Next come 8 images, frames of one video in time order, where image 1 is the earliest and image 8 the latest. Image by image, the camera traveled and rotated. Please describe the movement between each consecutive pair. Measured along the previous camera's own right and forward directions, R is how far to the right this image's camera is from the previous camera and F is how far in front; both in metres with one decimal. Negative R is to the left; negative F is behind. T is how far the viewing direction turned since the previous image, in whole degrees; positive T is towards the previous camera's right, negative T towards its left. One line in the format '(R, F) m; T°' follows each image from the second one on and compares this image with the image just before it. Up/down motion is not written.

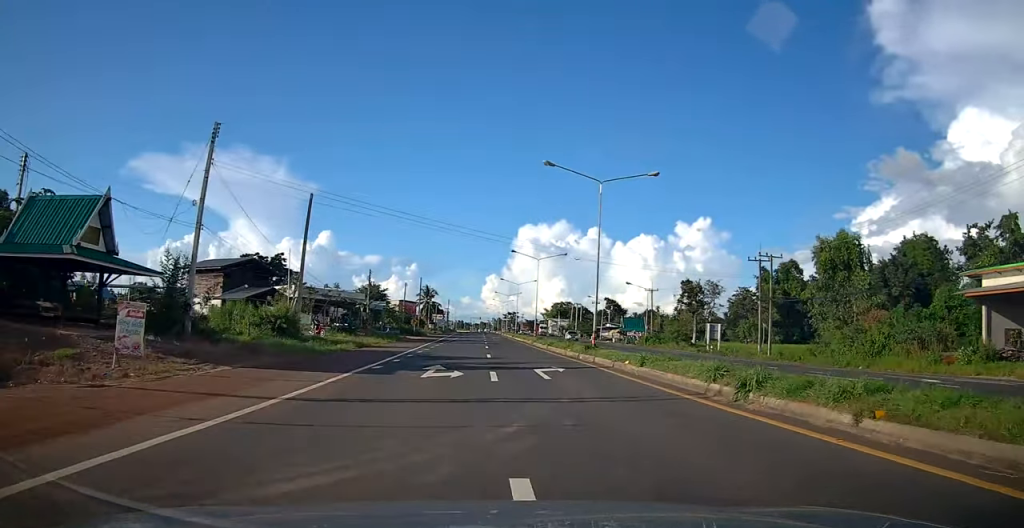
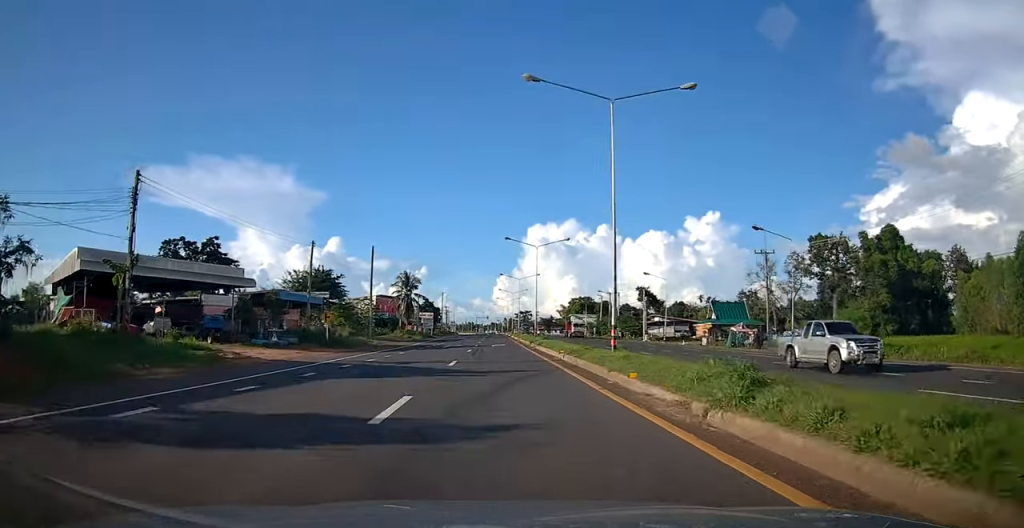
(+0.2, +42.3) m; -2°
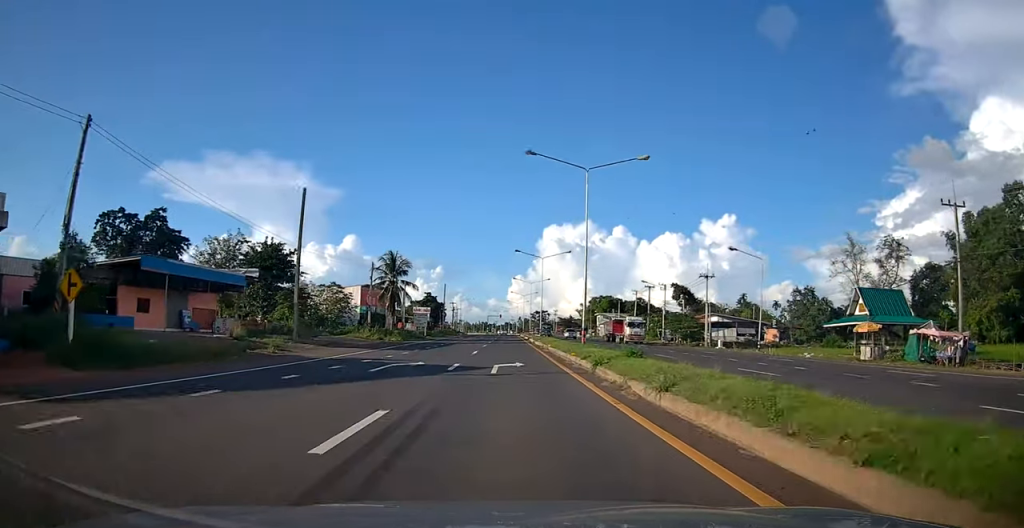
(-0.1, +25.8) m; -1°
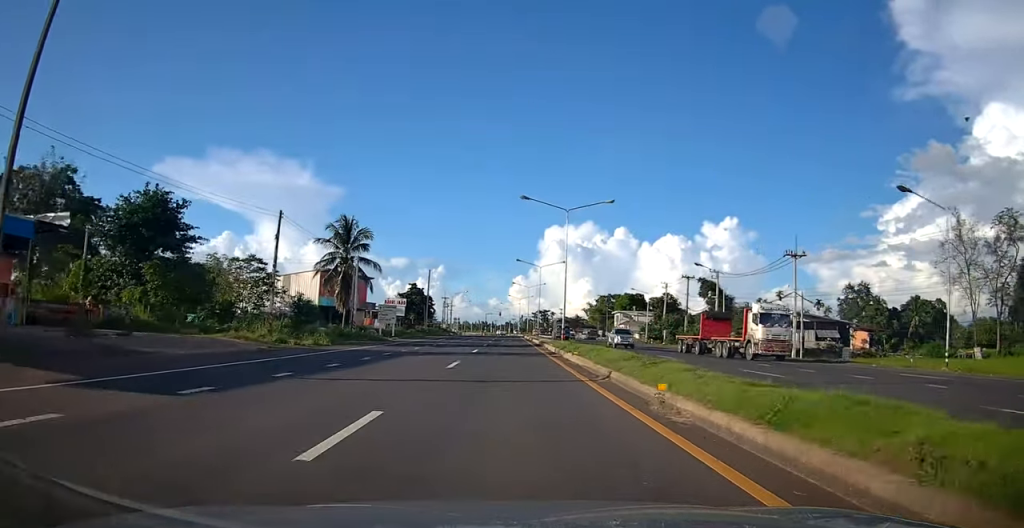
(-0.2, +24.2) m; -1°
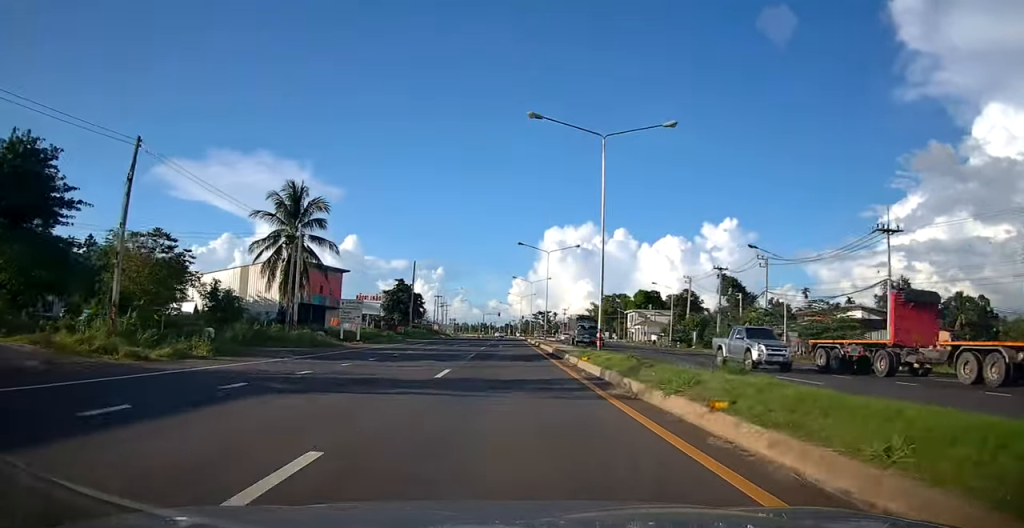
(0.0, +14.3) m; +1°
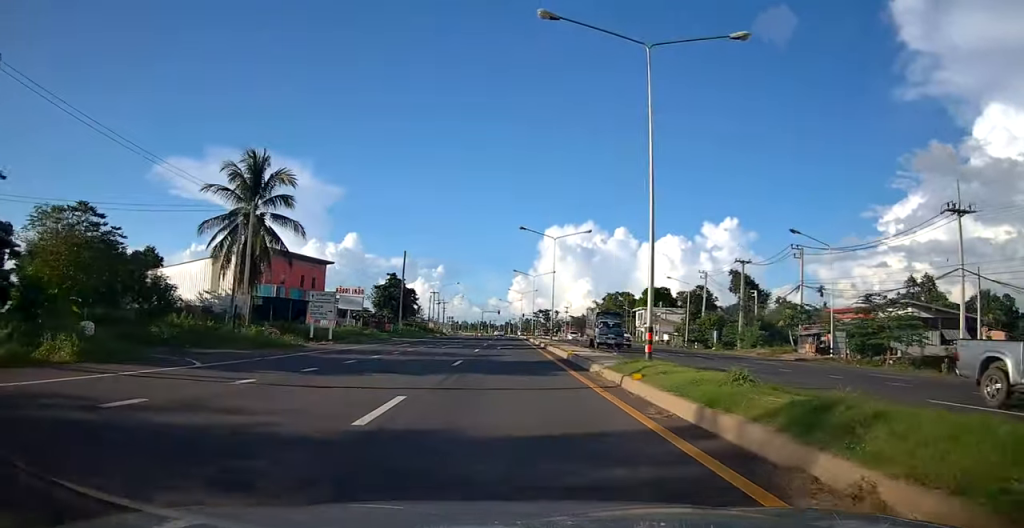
(-0.2, +7.5) m; +1°
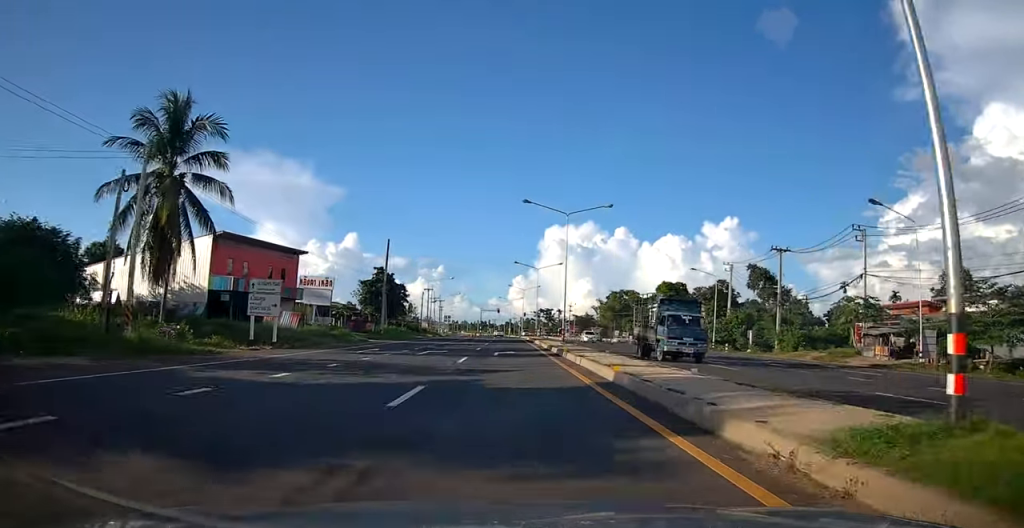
(+0.5, +9.9) m; -1°
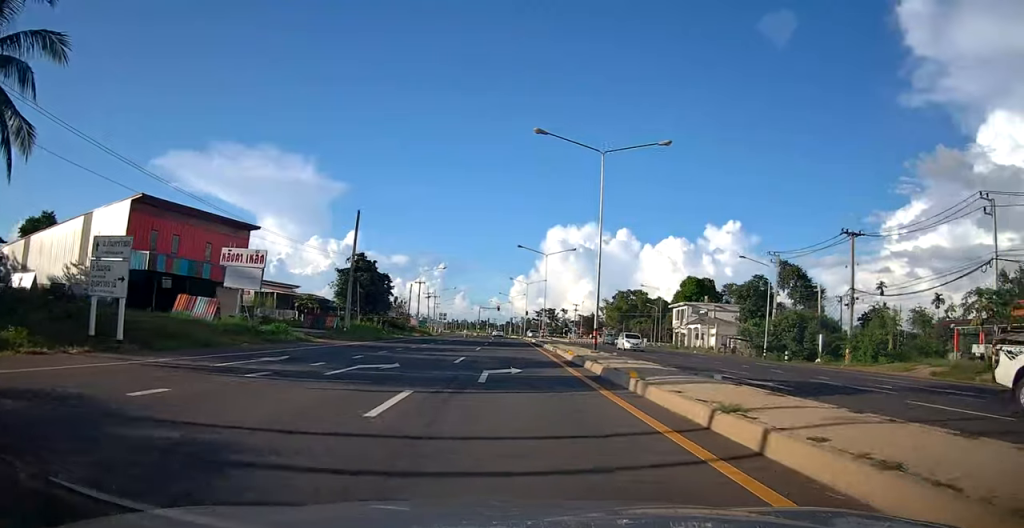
(-0.2, +13.0) m; -1°
